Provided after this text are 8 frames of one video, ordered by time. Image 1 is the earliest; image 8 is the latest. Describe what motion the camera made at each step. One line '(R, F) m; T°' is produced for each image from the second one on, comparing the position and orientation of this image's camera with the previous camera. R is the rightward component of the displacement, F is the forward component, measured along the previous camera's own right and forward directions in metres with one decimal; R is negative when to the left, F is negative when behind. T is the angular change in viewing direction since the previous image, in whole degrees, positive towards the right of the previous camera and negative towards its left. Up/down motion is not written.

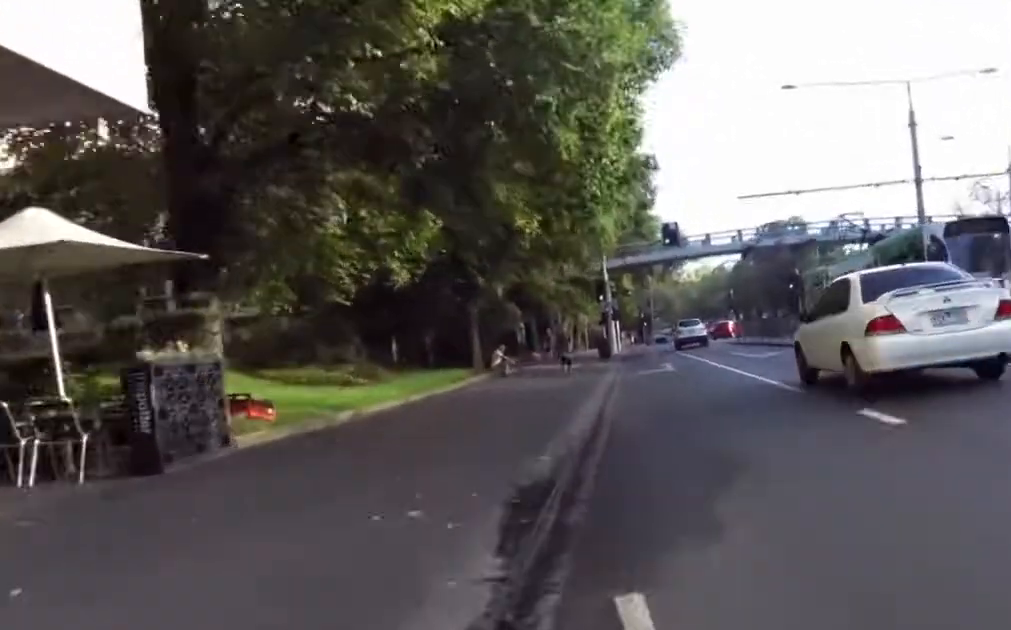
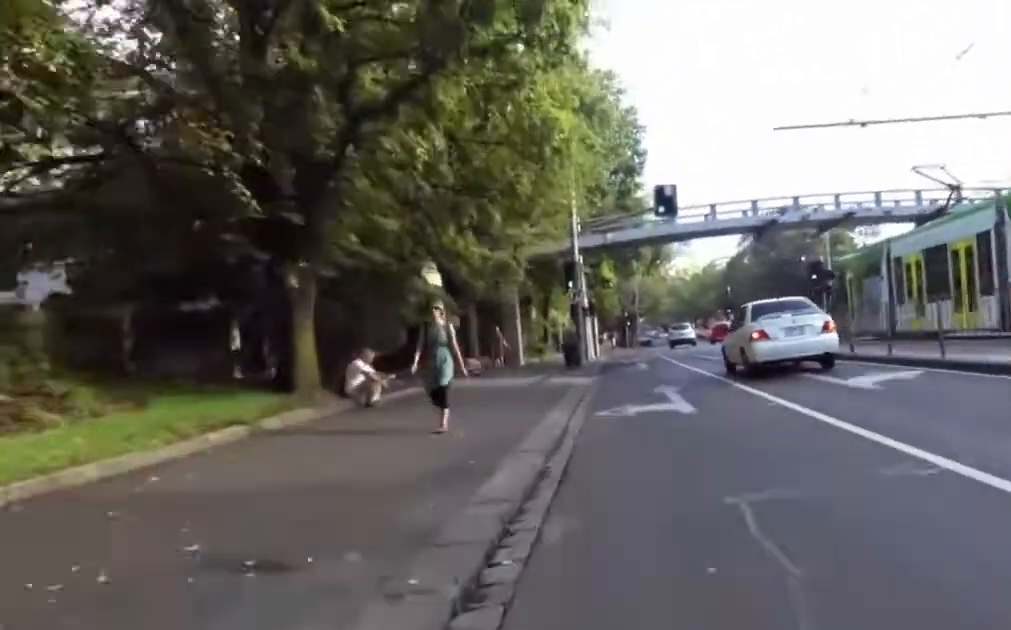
(-0.8, +11.7) m; -1°
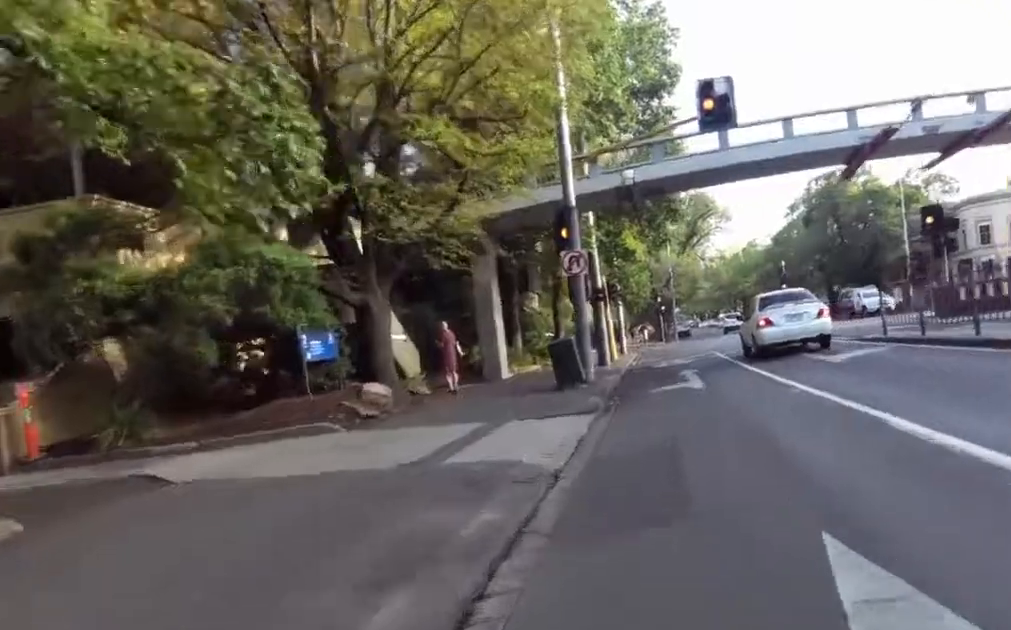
(+0.1, +12.1) m; 0°
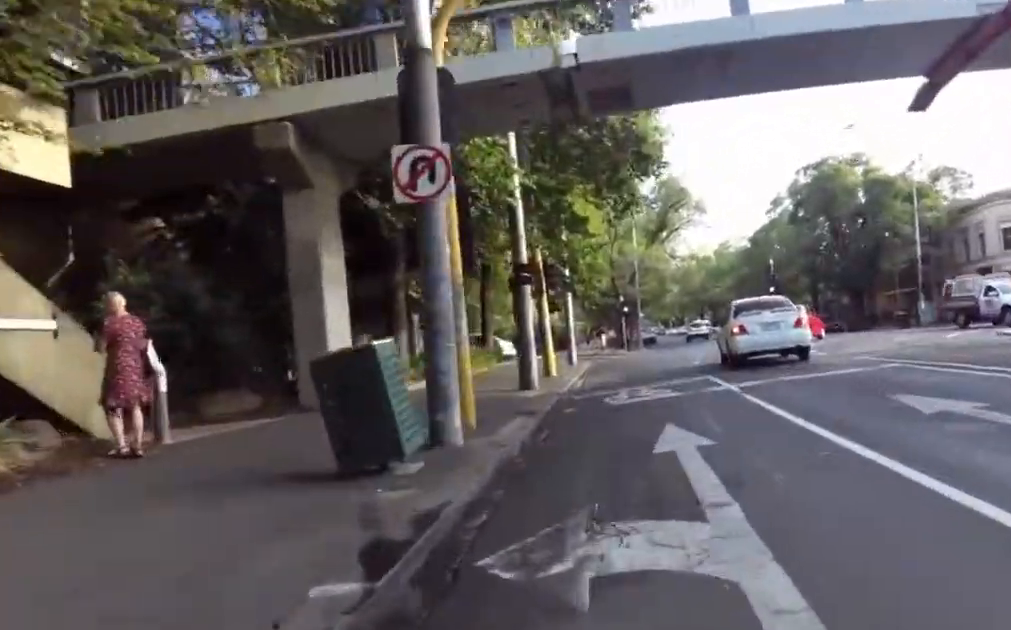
(+0.6, +9.3) m; +1°
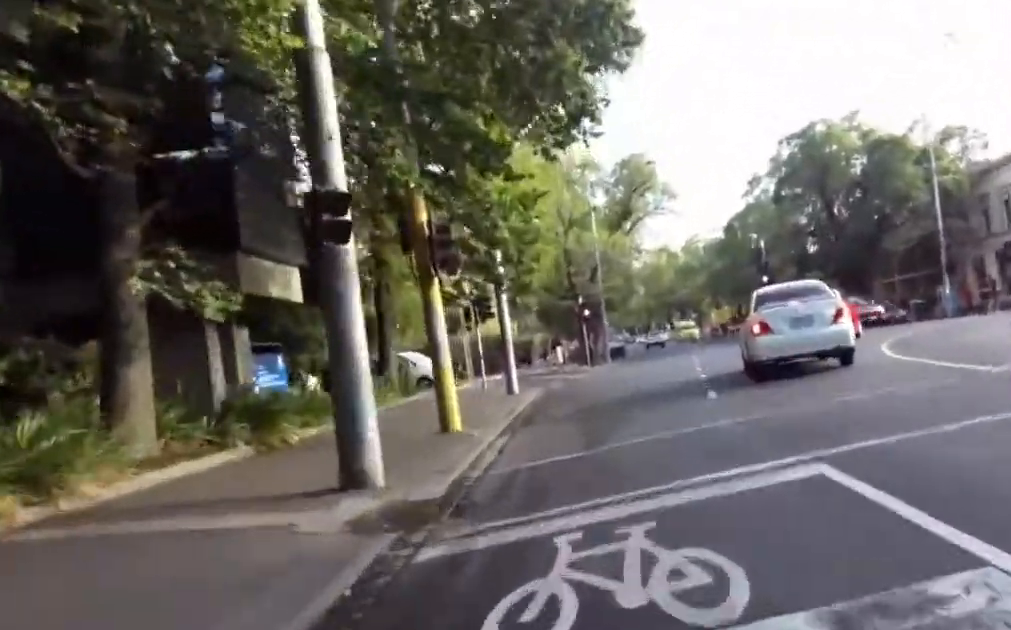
(-0.7, +7.9) m; 0°
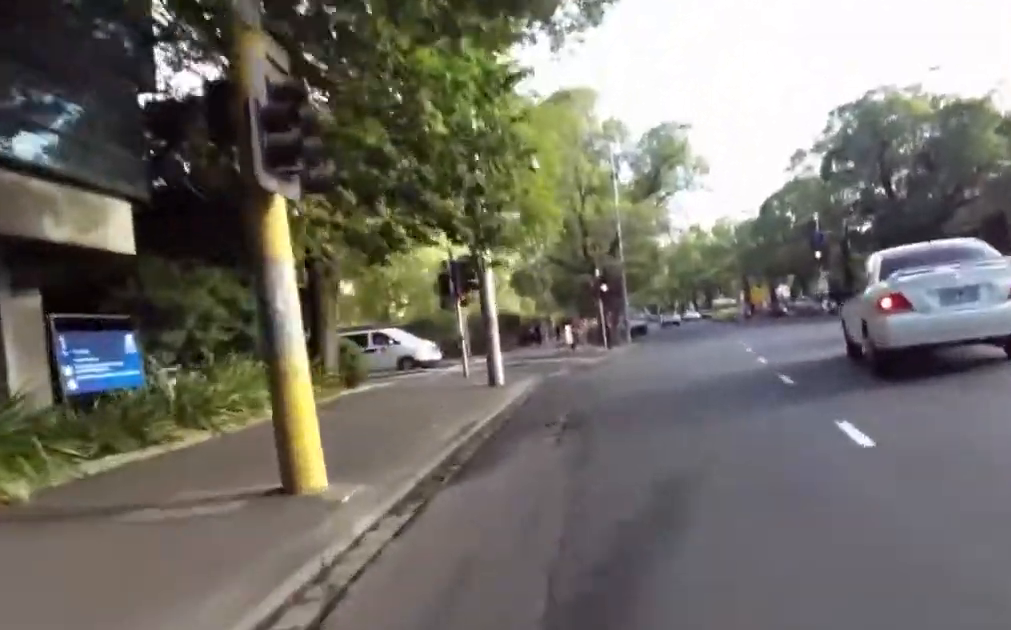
(+0.5, +5.6) m; +4°
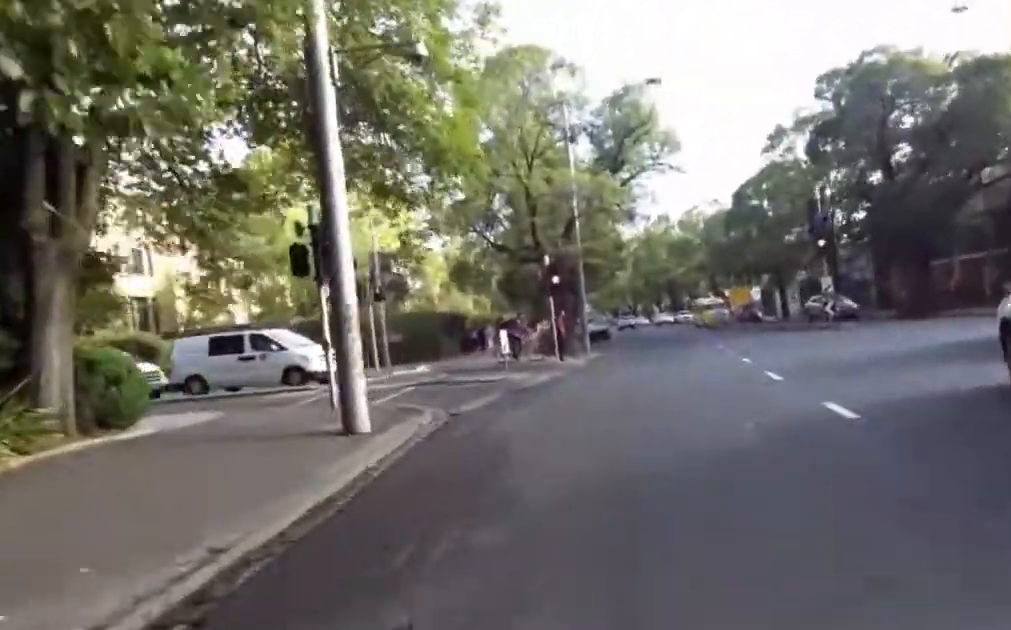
(+0.2, +5.8) m; +2°
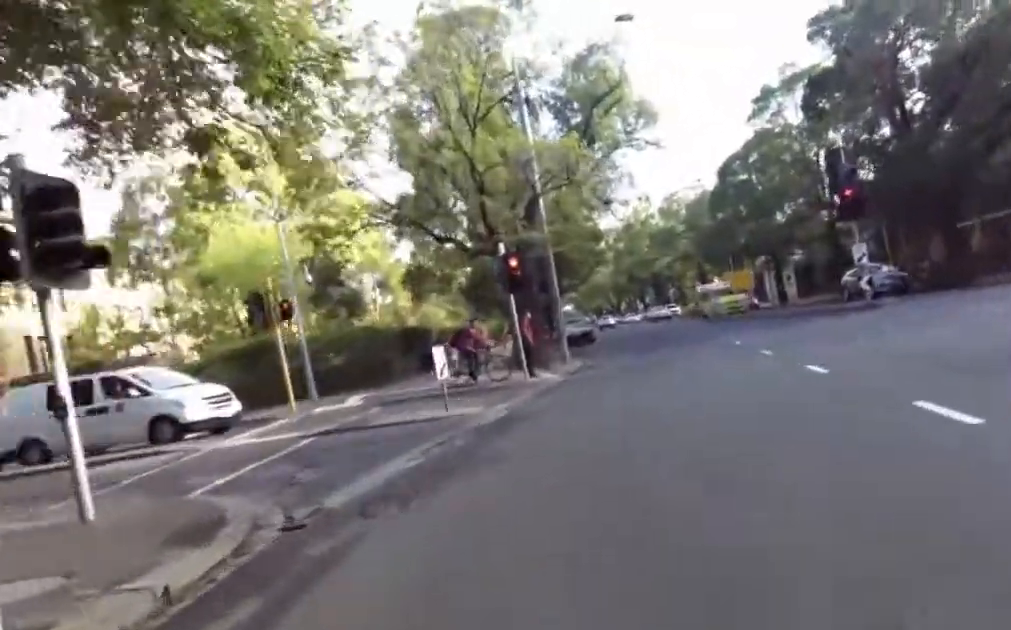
(0.0, +4.9) m; 0°
